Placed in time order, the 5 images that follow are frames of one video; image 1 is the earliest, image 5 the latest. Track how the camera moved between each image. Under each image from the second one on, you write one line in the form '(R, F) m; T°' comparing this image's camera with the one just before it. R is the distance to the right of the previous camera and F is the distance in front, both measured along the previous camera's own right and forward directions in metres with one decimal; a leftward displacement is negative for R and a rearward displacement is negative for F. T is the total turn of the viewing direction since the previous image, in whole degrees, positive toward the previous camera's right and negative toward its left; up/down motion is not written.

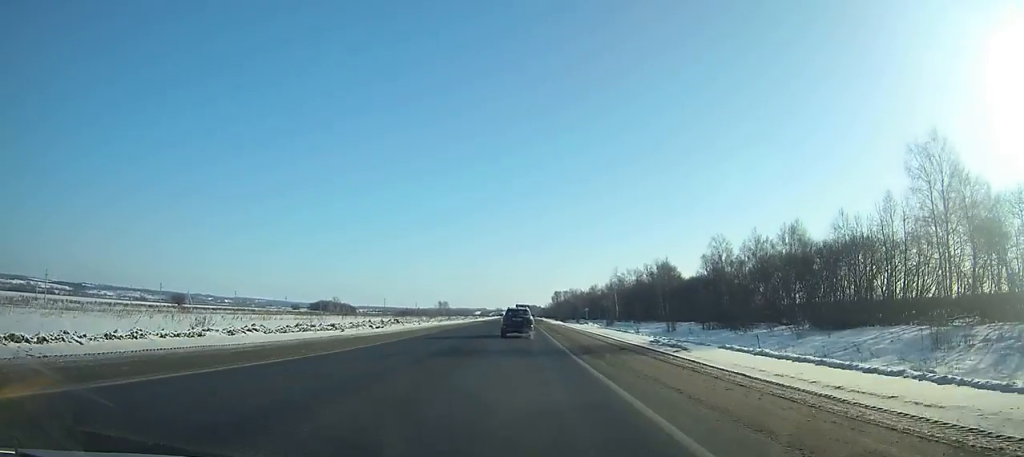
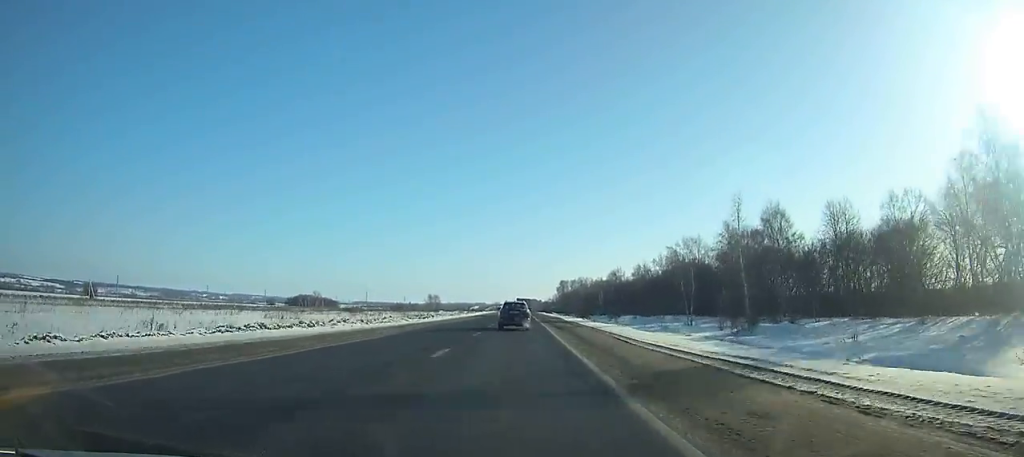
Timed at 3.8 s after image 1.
(+0.1, +76.8) m; 0°
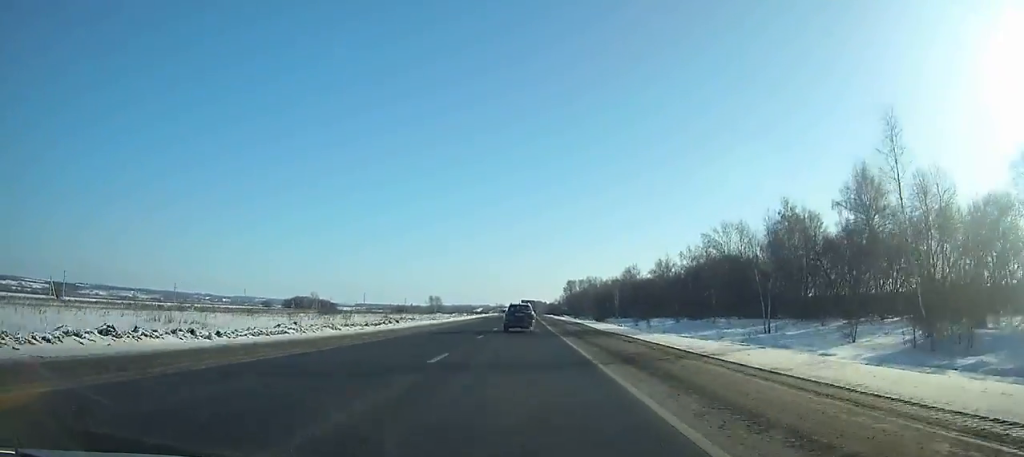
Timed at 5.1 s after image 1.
(0.0, +26.4) m; 0°
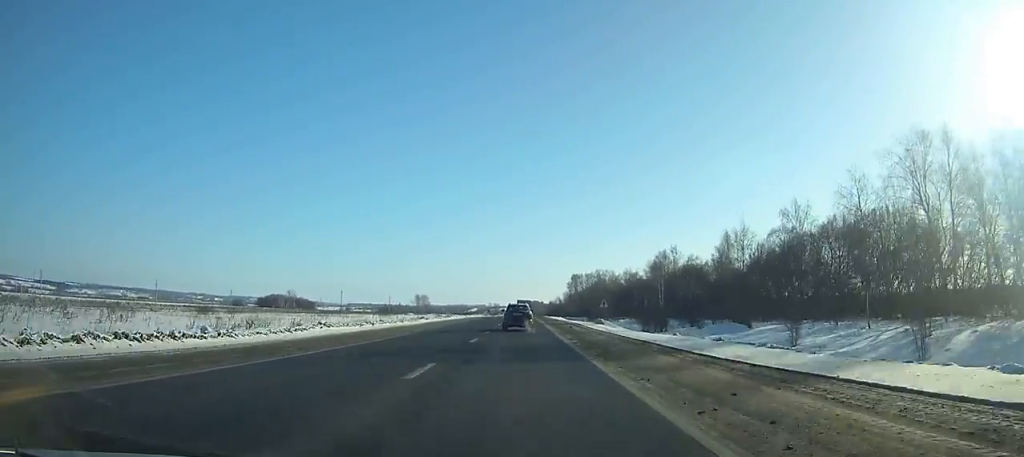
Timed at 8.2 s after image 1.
(-0.1, +62.9) m; 0°
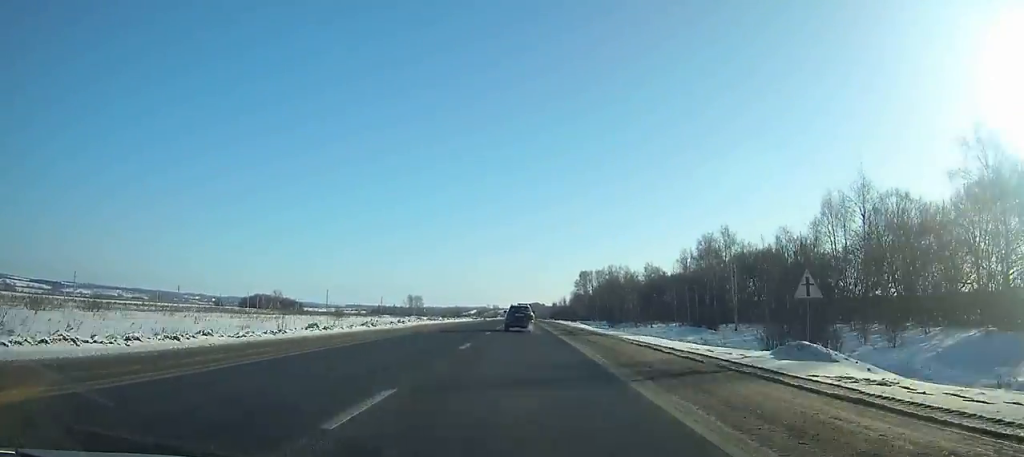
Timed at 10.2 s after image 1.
(0.0, +40.6) m; 0°
